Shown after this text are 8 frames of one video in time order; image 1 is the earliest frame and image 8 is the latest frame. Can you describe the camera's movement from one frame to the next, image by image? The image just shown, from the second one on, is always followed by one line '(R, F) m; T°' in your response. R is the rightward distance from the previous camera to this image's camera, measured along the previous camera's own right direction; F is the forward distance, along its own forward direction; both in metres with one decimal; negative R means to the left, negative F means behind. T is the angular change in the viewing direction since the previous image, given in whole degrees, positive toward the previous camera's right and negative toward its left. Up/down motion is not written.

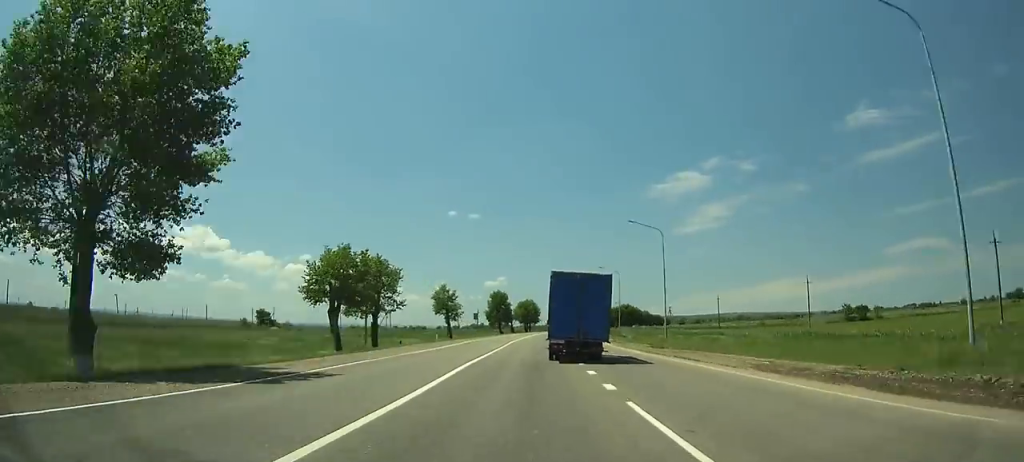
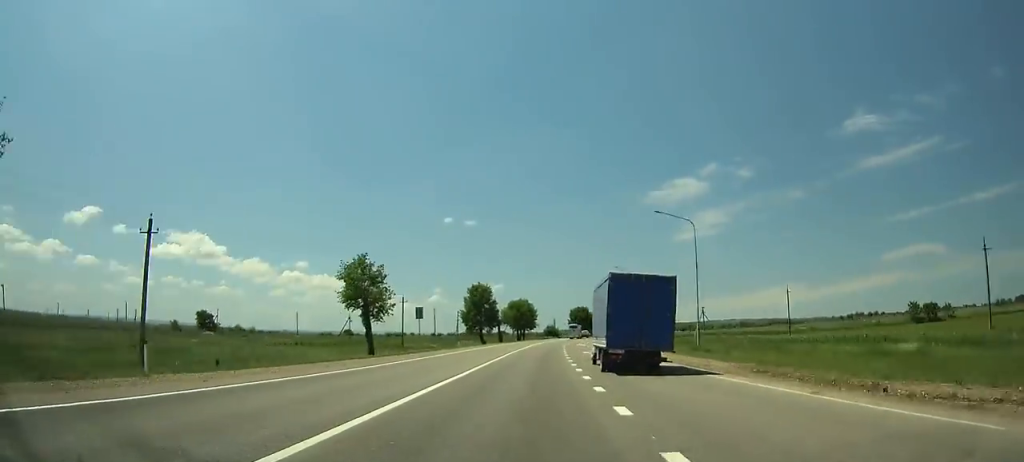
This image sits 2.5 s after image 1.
(+0.1, +45.4) m; +1°
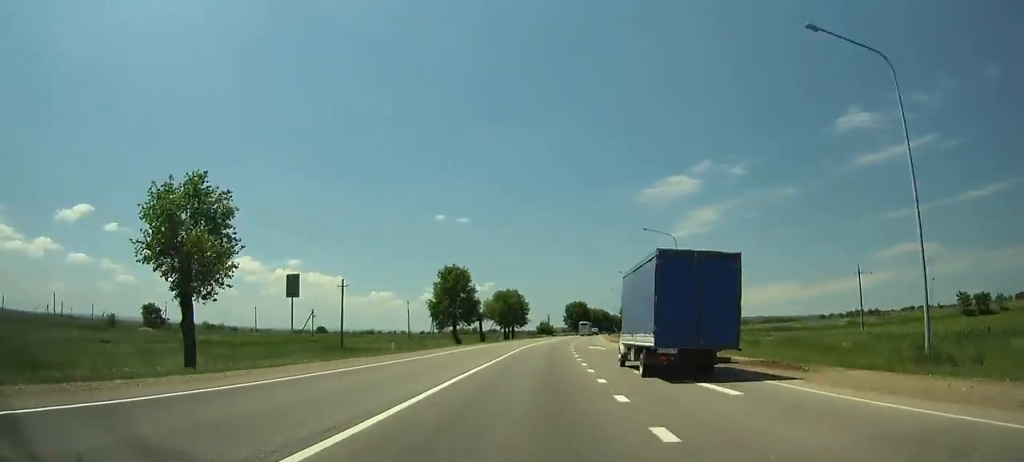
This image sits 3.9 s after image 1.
(+0.1, +26.8) m; +1°
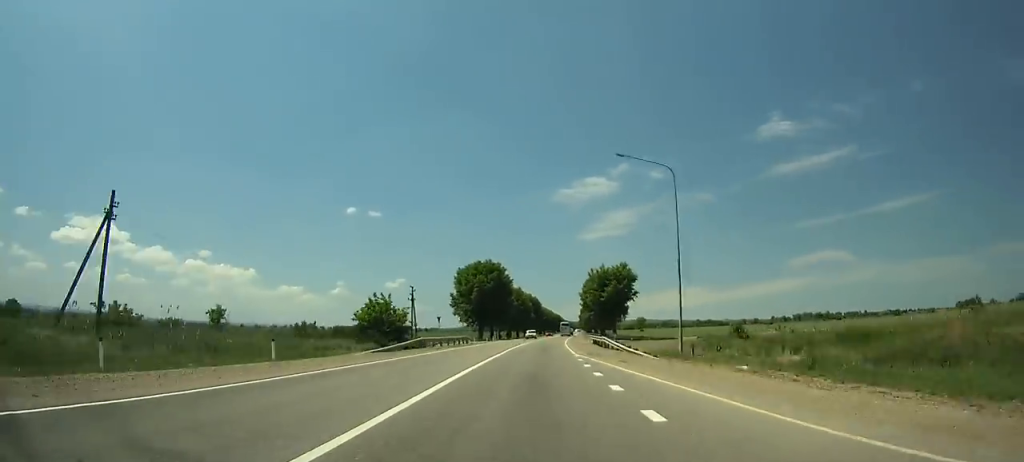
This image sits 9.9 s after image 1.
(+8.0, +127.6) m; +8°
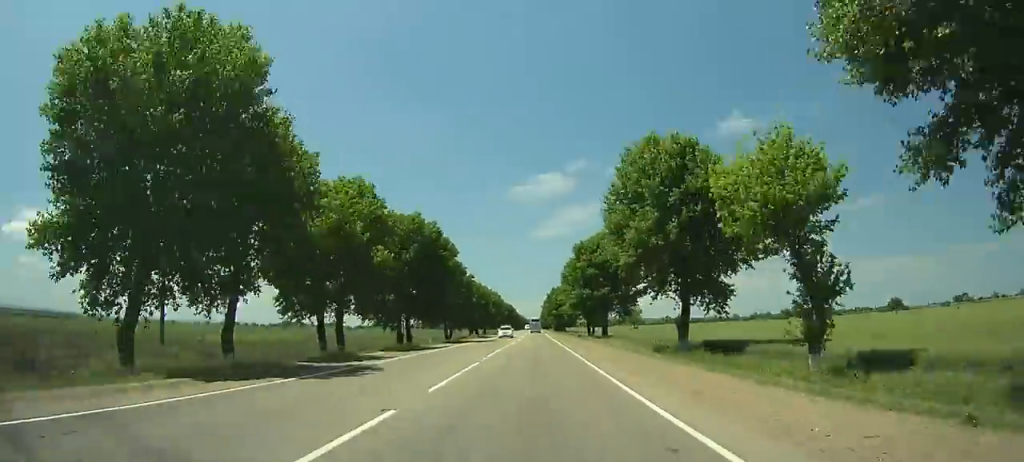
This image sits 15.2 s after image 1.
(+4.9, +127.7) m; +4°
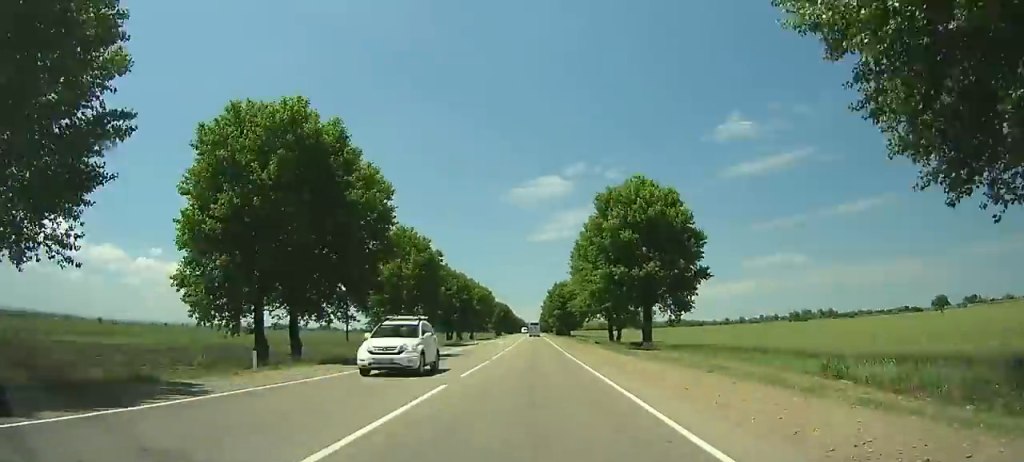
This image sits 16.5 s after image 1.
(+0.8, +33.1) m; +1°
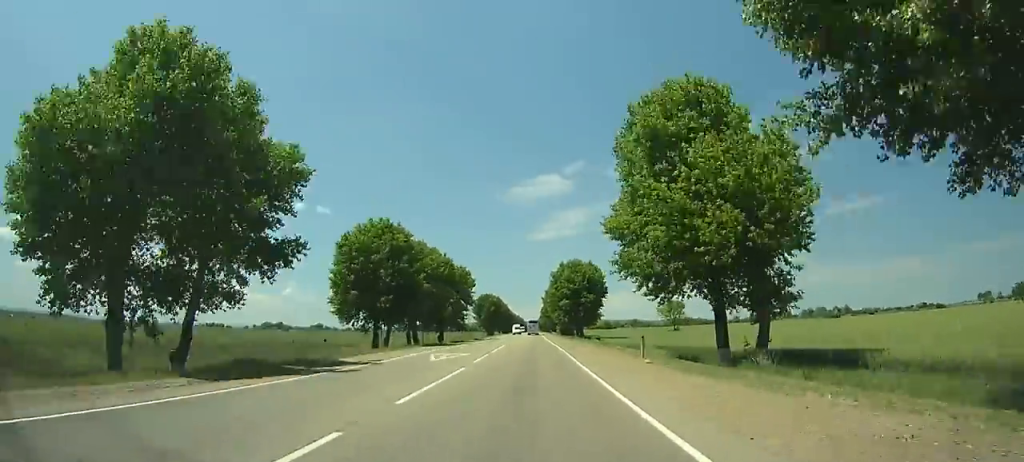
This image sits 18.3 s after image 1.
(+0.4, +45.7) m; +1°
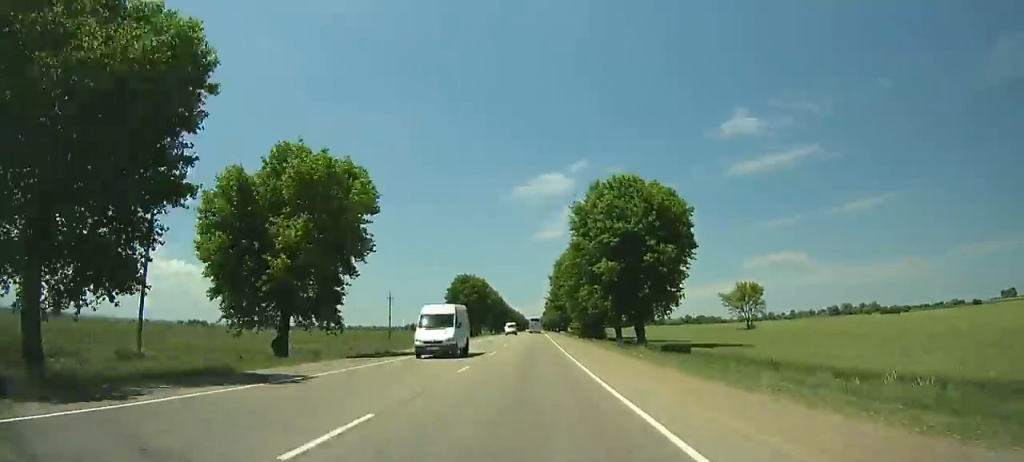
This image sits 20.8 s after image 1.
(+1.1, +63.3) m; -2°
